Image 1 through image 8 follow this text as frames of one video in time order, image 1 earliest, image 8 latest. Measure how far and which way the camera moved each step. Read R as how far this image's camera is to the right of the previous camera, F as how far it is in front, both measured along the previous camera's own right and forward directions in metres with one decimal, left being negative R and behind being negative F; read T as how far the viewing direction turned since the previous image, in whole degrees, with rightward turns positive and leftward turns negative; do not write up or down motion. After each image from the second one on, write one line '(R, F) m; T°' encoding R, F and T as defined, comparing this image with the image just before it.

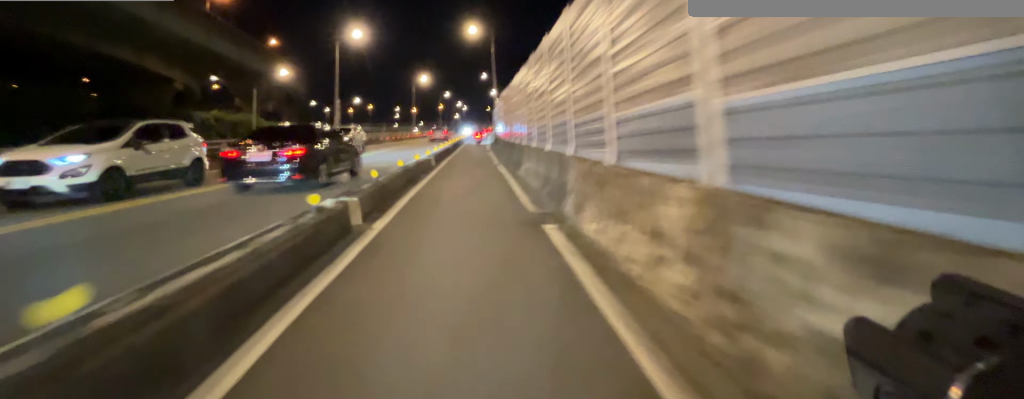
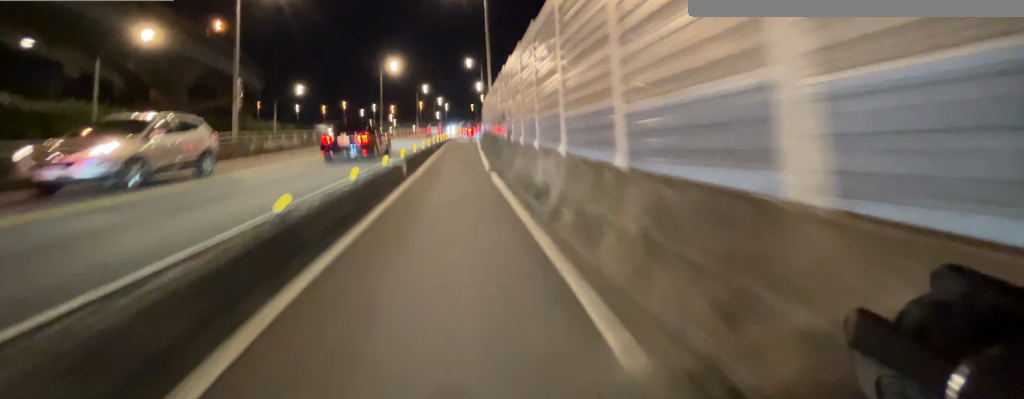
(+0.3, +16.7) m; +2°
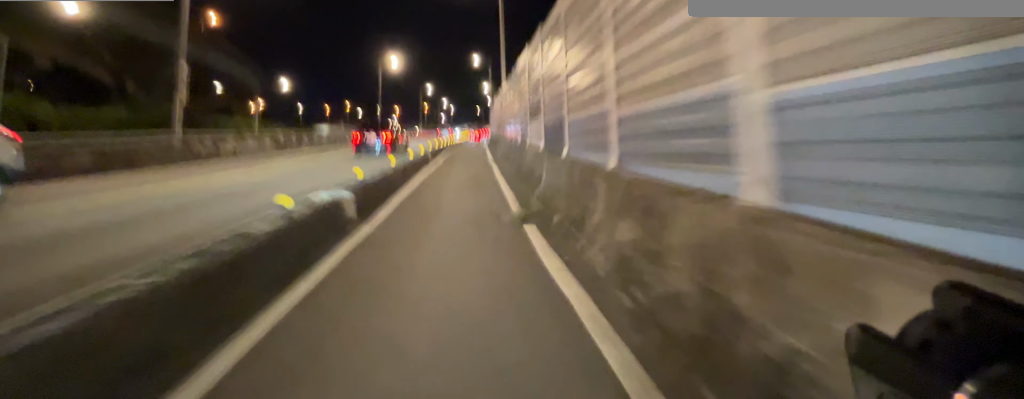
(0.0, +6.6) m; 0°
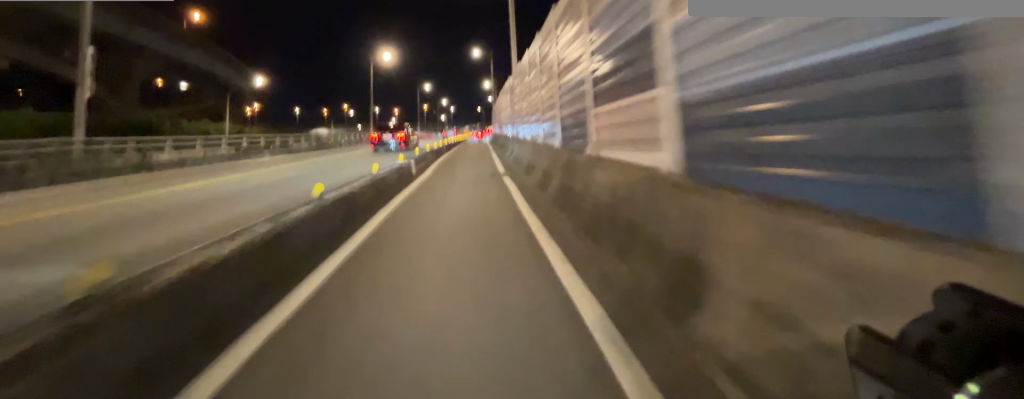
(0.0, +5.7) m; 0°
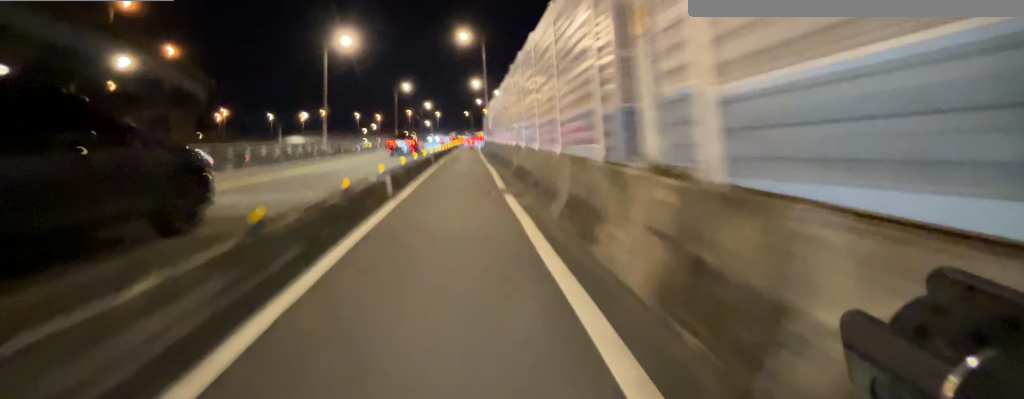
(0.0, +12.4) m; +1°
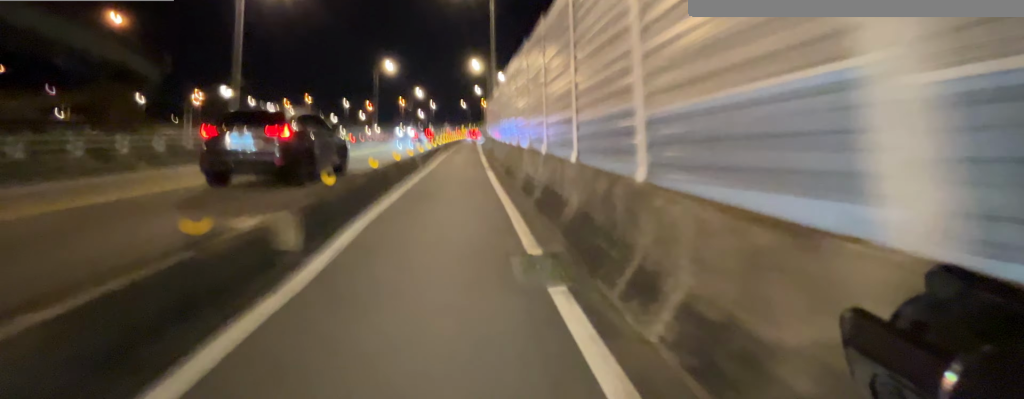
(+0.3, +14.7) m; +2°
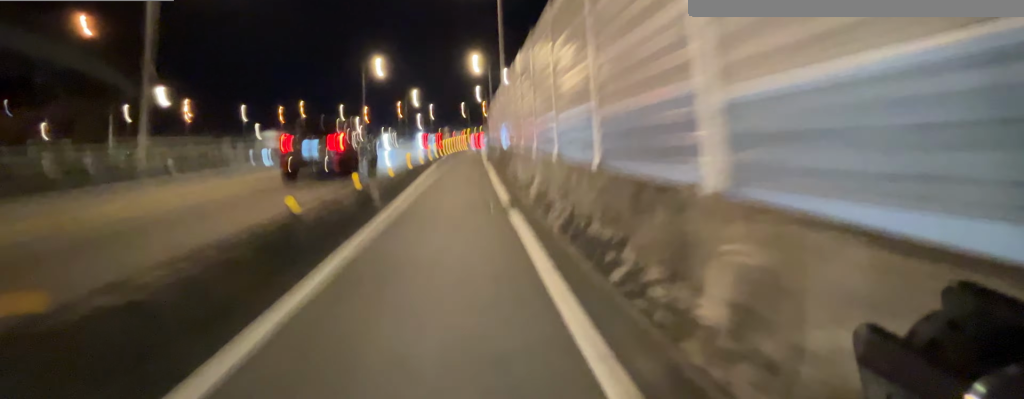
(0.0, +7.1) m; 0°
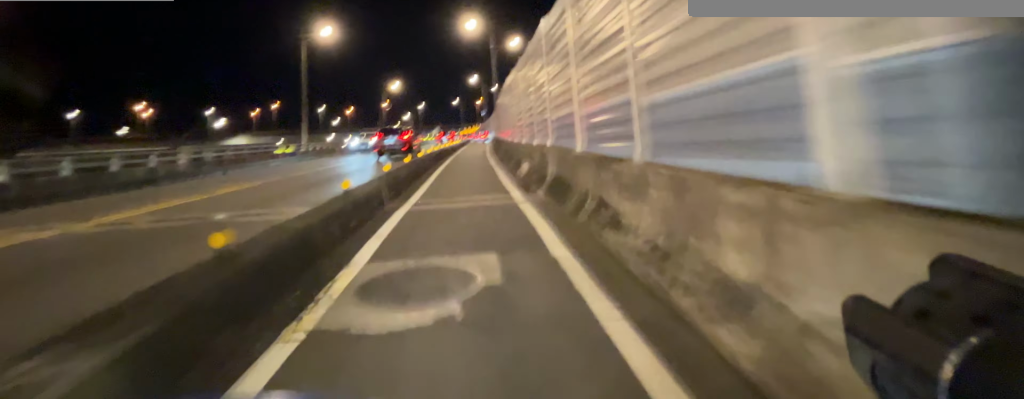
(0.0, +17.4) m; 0°
